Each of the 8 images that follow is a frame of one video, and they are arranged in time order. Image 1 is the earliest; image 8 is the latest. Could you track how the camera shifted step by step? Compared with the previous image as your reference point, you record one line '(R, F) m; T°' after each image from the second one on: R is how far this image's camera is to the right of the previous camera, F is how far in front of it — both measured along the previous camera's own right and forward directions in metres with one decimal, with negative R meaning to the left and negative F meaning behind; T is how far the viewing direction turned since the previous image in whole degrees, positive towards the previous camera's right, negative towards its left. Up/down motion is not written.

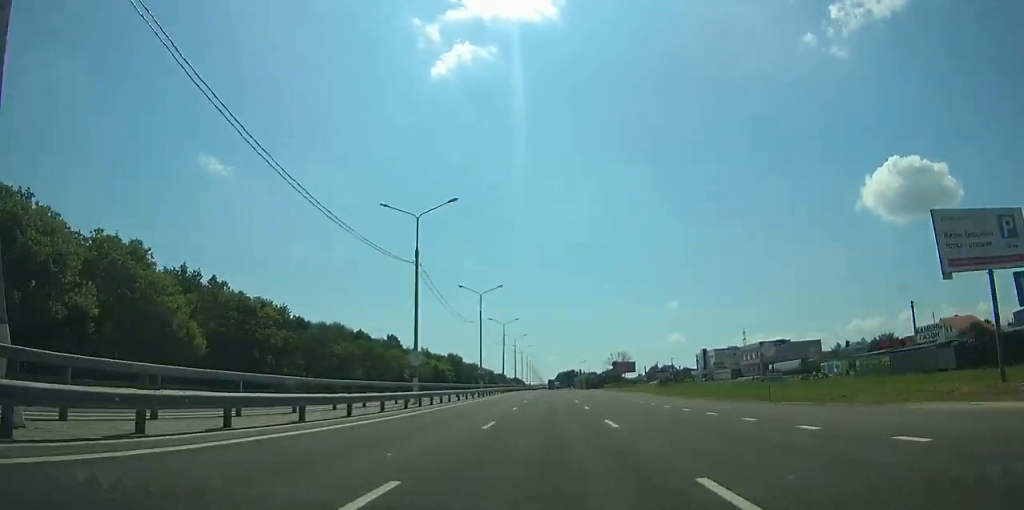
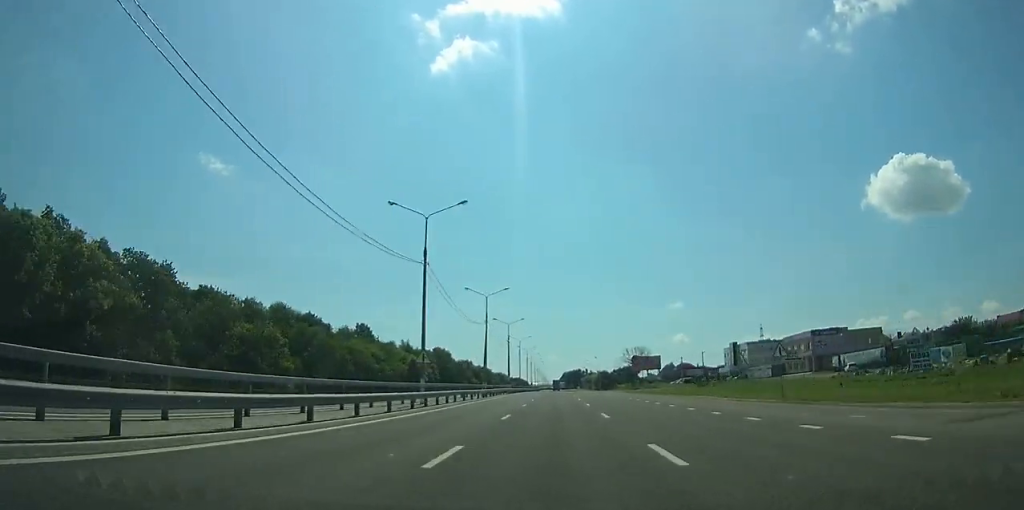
(0.0, +31.1) m; 0°
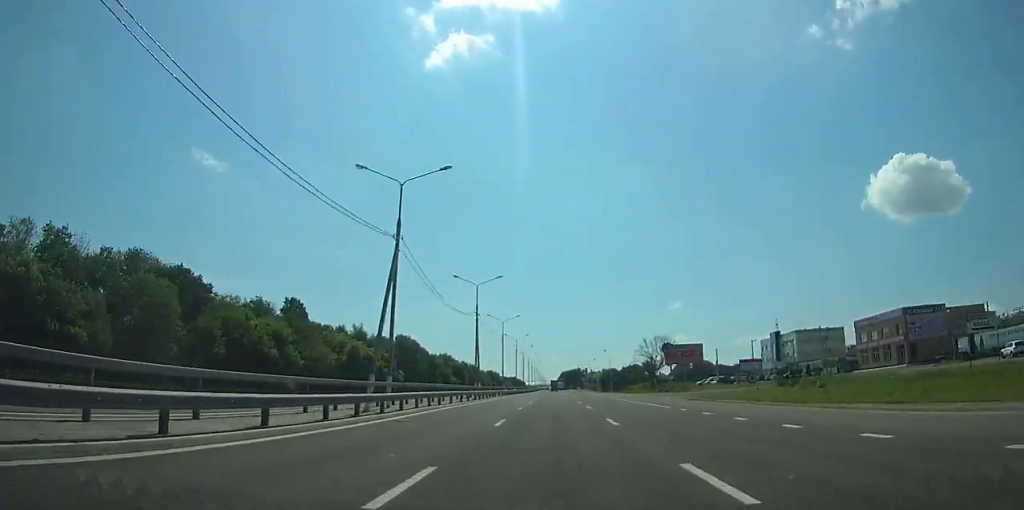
(-0.1, +38.1) m; 0°
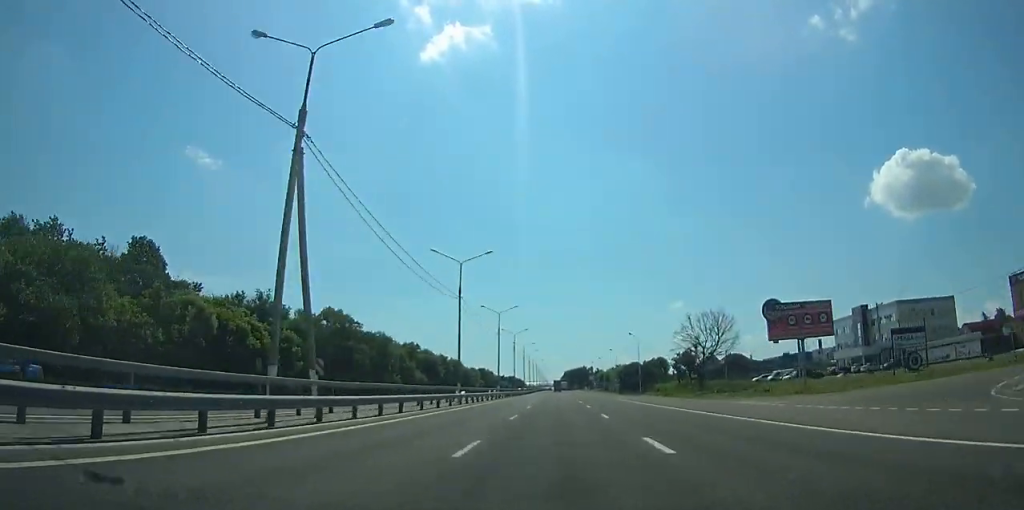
(-0.1, +44.7) m; 0°
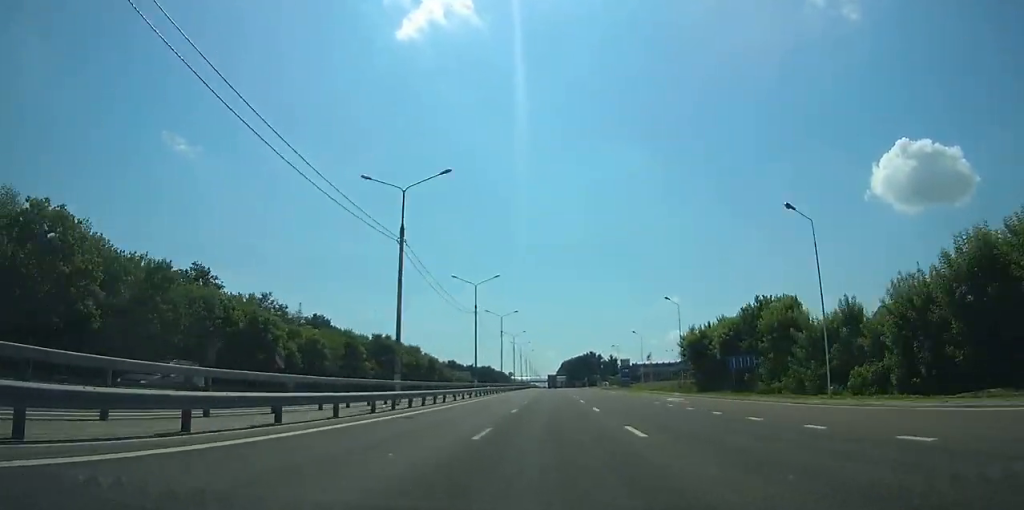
(+0.4, +144.4) m; 0°
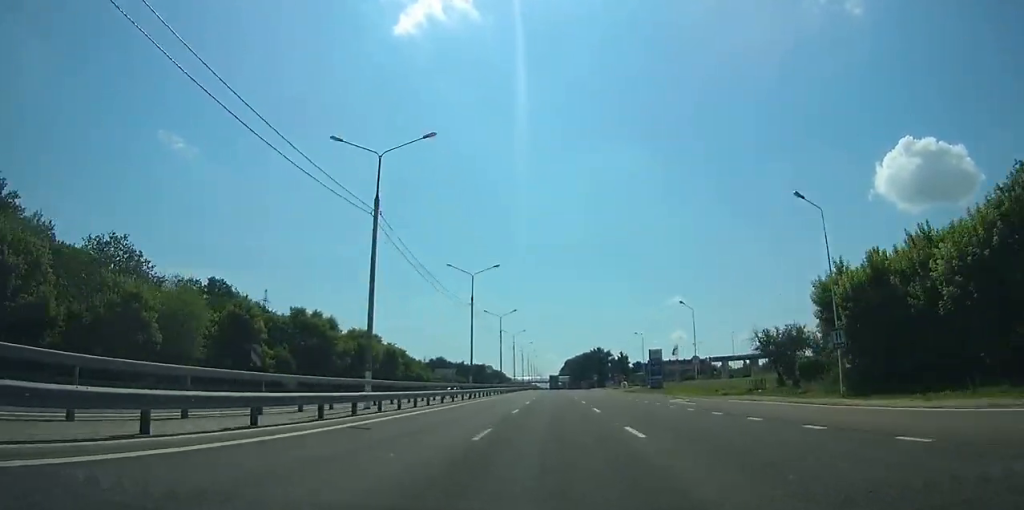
(0.0, +36.7) m; 0°
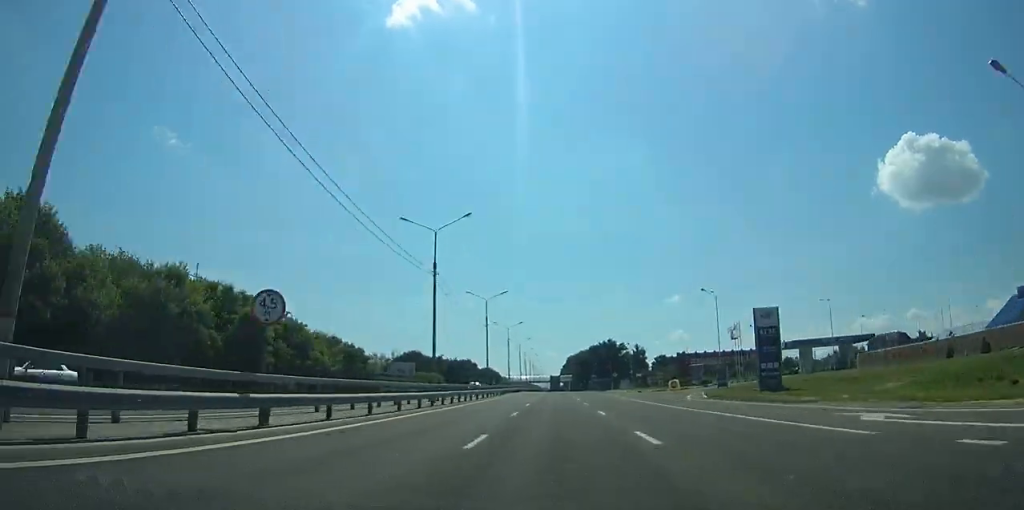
(-0.1, +48.6) m; 0°
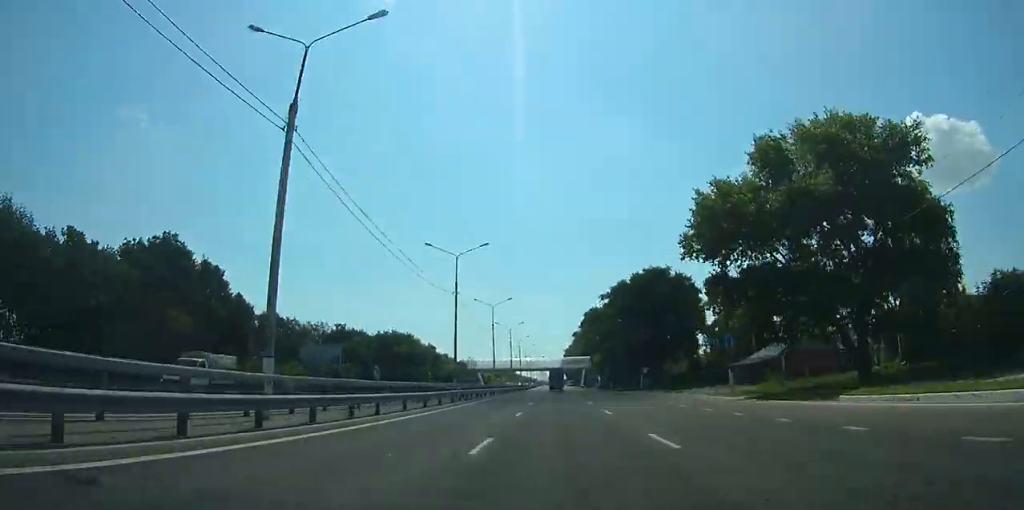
(+0.4, +179.1) m; 0°
